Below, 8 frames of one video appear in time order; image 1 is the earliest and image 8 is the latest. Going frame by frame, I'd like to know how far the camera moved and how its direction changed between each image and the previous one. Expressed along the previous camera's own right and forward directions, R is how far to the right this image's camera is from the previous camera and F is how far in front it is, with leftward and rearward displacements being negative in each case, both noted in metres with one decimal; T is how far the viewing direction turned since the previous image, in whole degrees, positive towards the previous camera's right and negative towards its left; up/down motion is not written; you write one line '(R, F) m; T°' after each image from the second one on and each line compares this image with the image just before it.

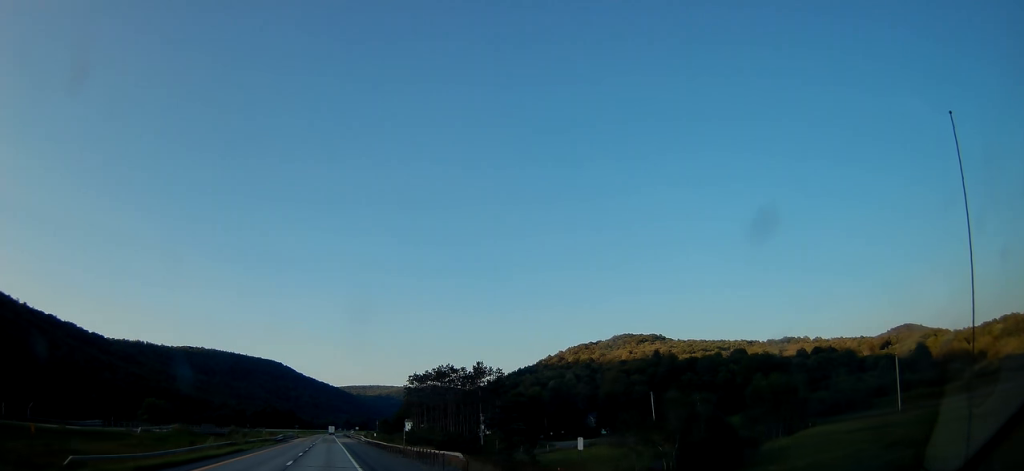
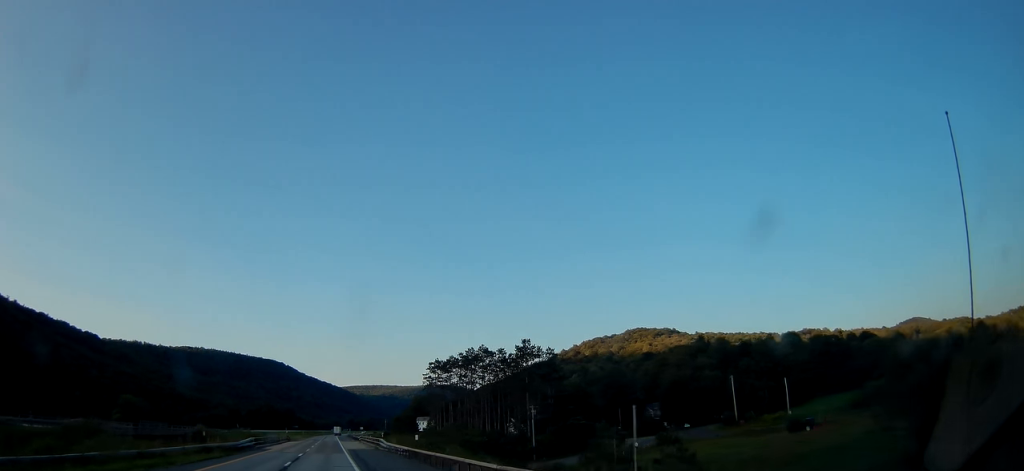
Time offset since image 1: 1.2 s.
(0.0, +34.2) m; 0°
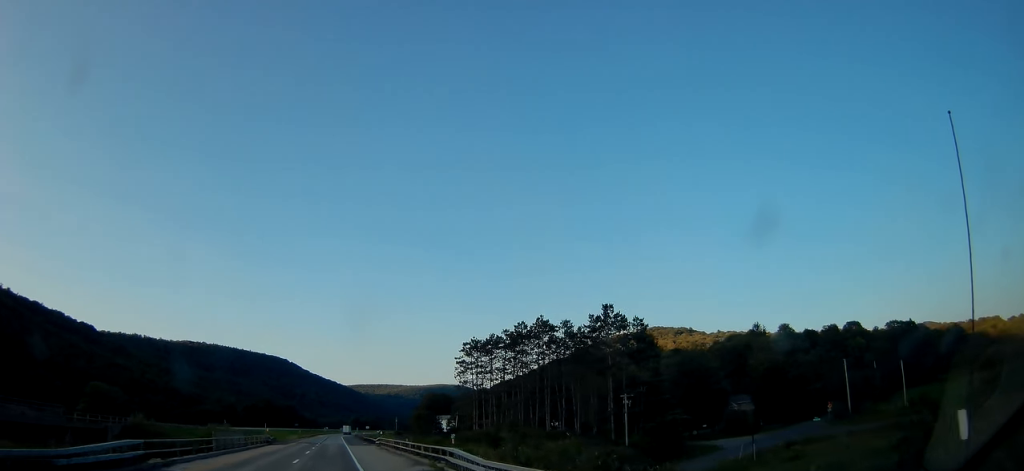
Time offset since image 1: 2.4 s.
(-0.1, +31.7) m; 0°
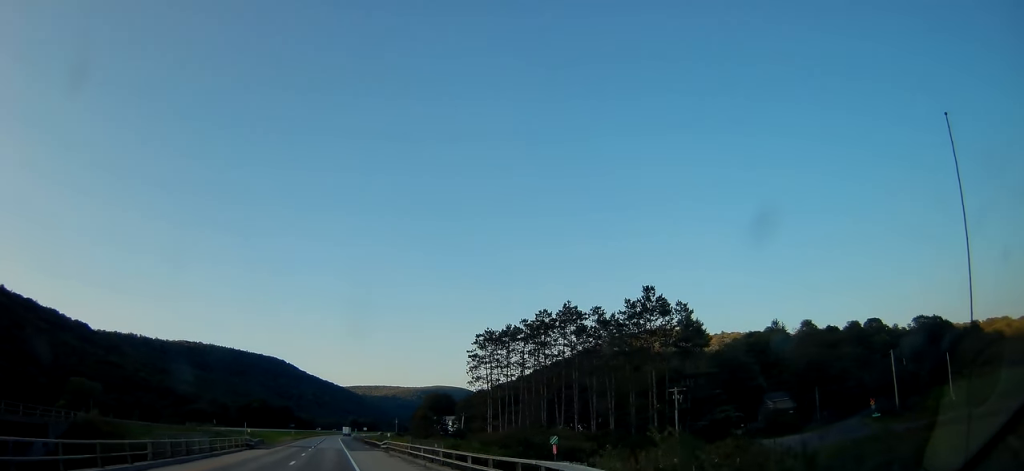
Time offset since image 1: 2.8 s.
(0.0, +11.5) m; 0°
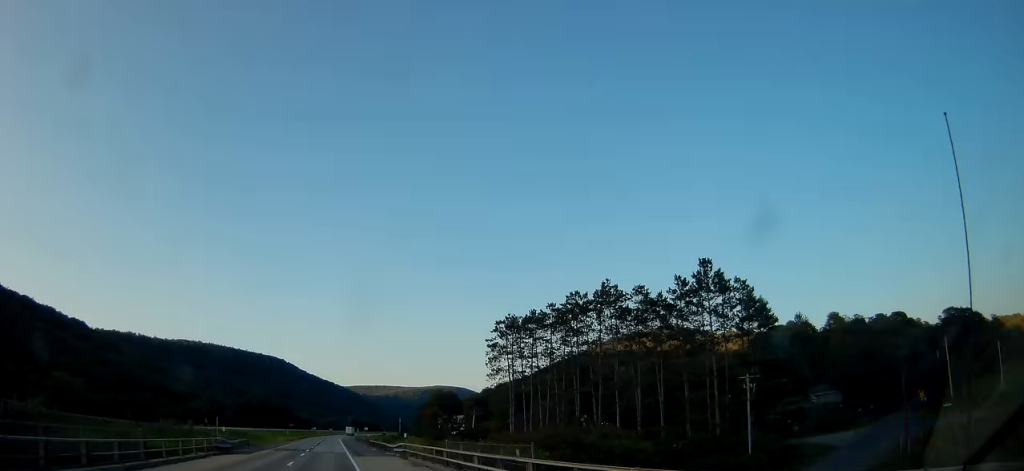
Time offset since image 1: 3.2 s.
(0.0, +11.5) m; 0°
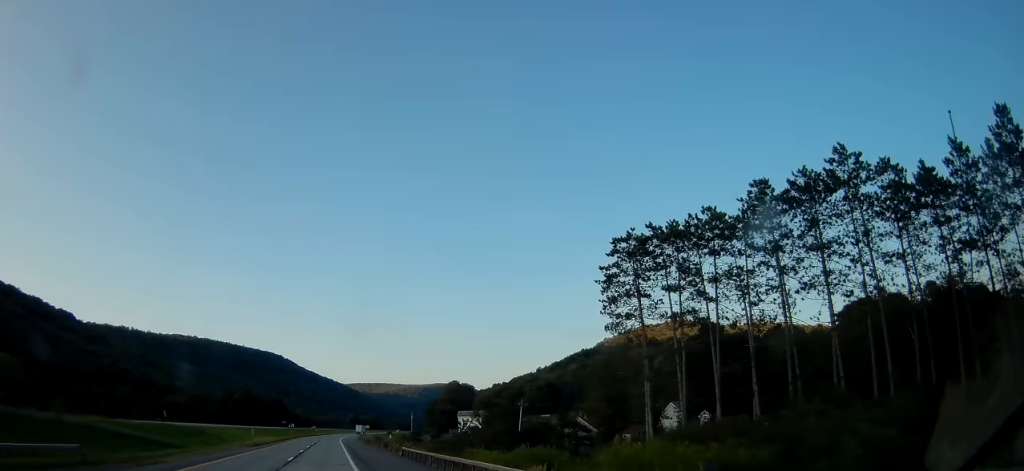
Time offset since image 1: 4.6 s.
(-0.1, +41.0) m; 0°
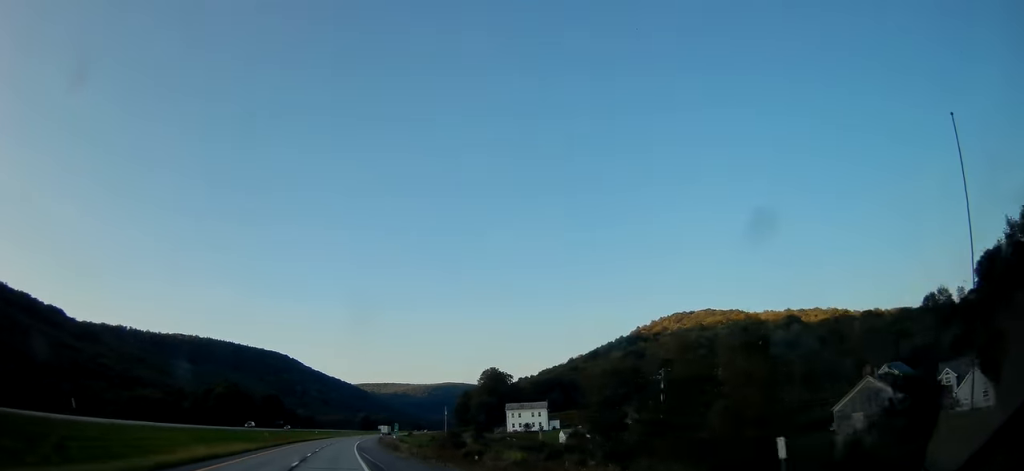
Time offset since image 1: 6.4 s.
(+0.1, +48.0) m; 0°
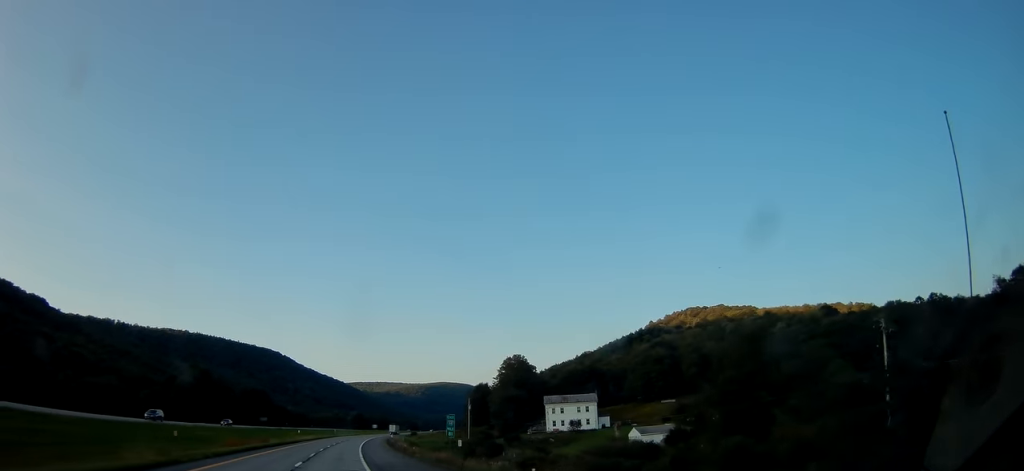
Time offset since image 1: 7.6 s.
(0.0, +35.8) m; 0°
